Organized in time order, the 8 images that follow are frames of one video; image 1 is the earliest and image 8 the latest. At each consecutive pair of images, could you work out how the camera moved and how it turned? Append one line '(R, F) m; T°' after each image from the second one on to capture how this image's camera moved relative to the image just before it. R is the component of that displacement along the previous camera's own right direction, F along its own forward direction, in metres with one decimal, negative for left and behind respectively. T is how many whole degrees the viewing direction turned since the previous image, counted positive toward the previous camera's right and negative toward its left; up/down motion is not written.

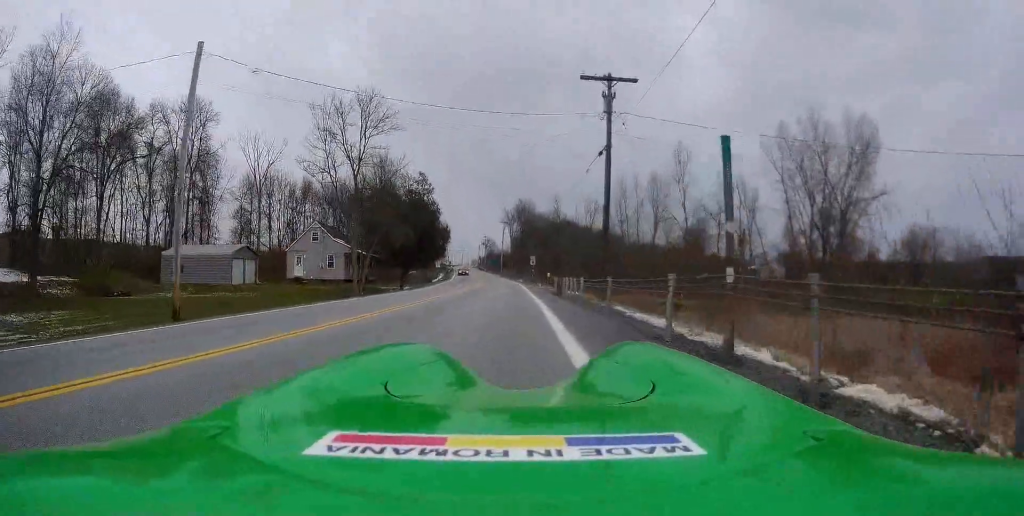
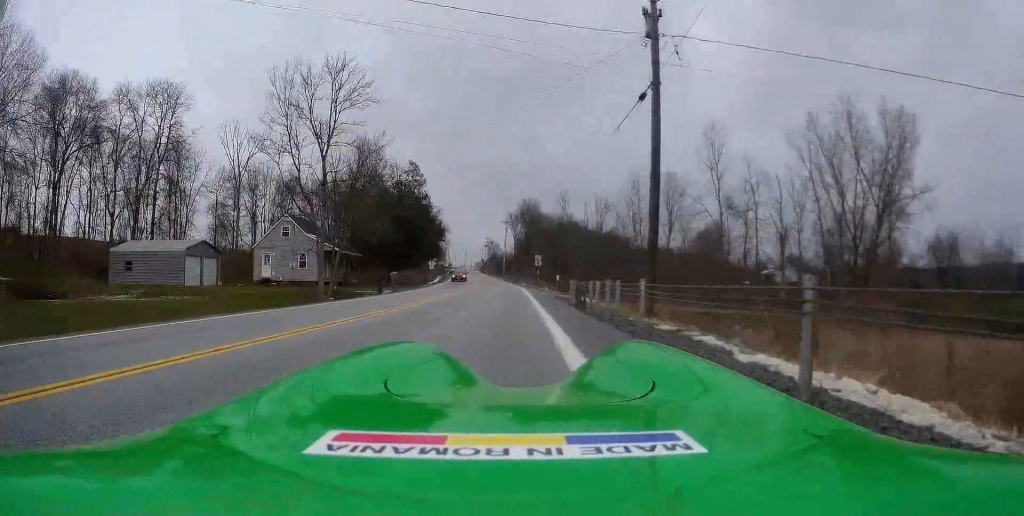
(+0.3, +9.0) m; 0°
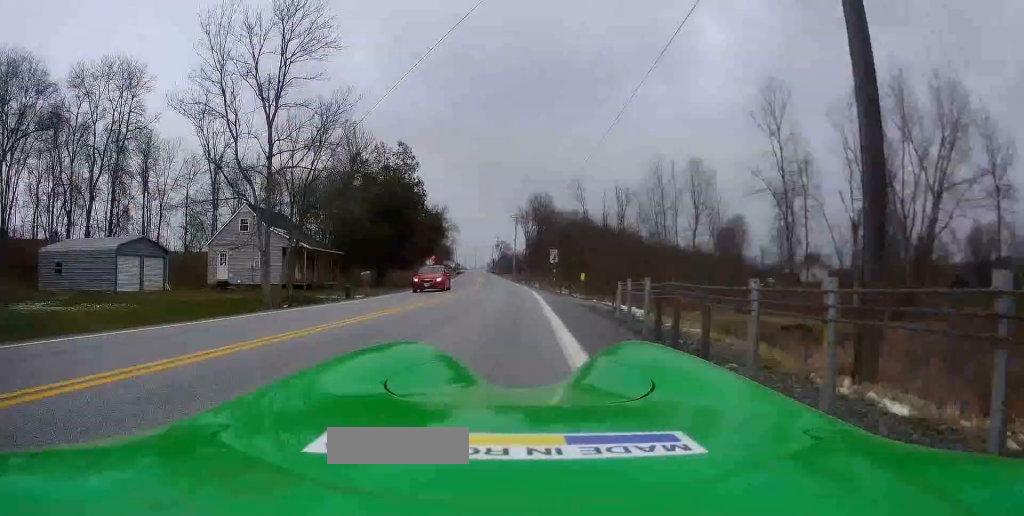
(-0.3, +10.7) m; -2°
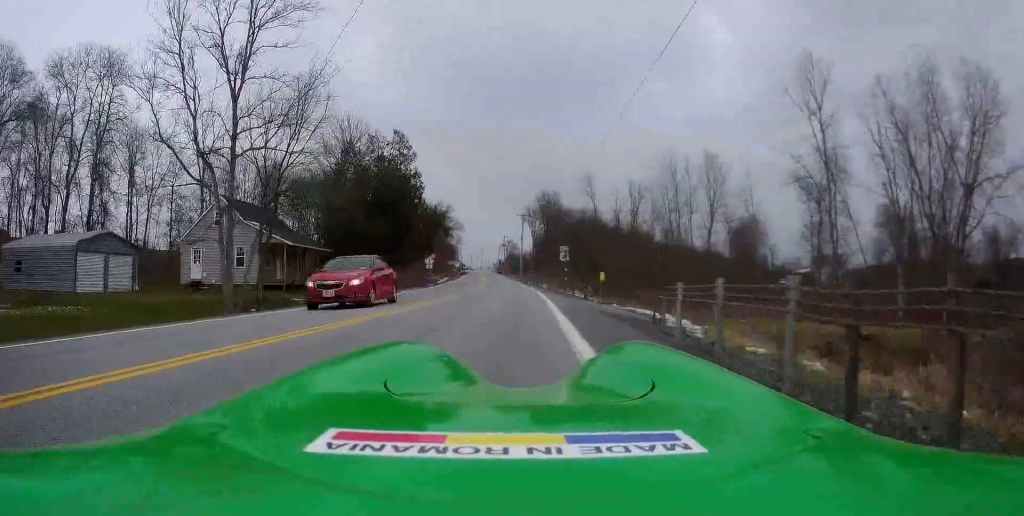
(0.0, +5.2) m; -1°
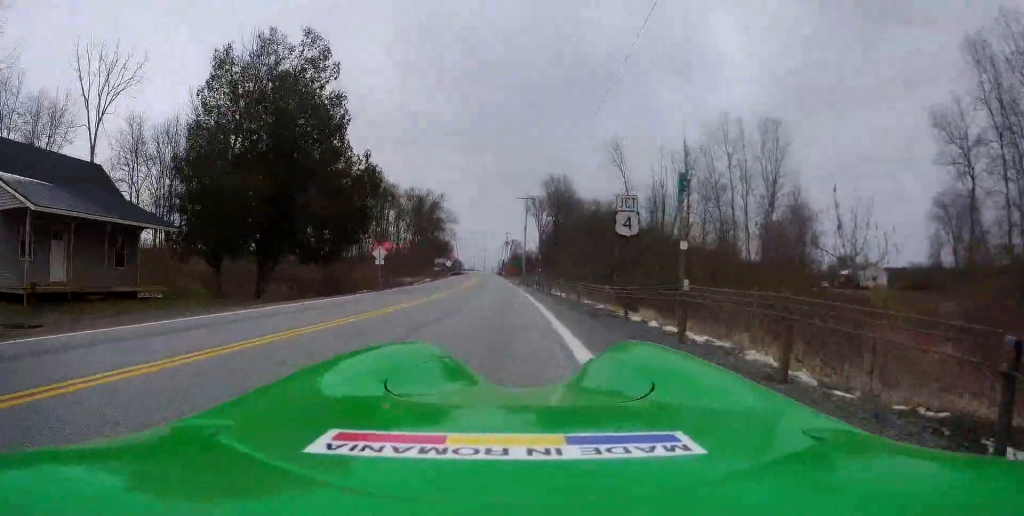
(-0.4, +26.4) m; -1°
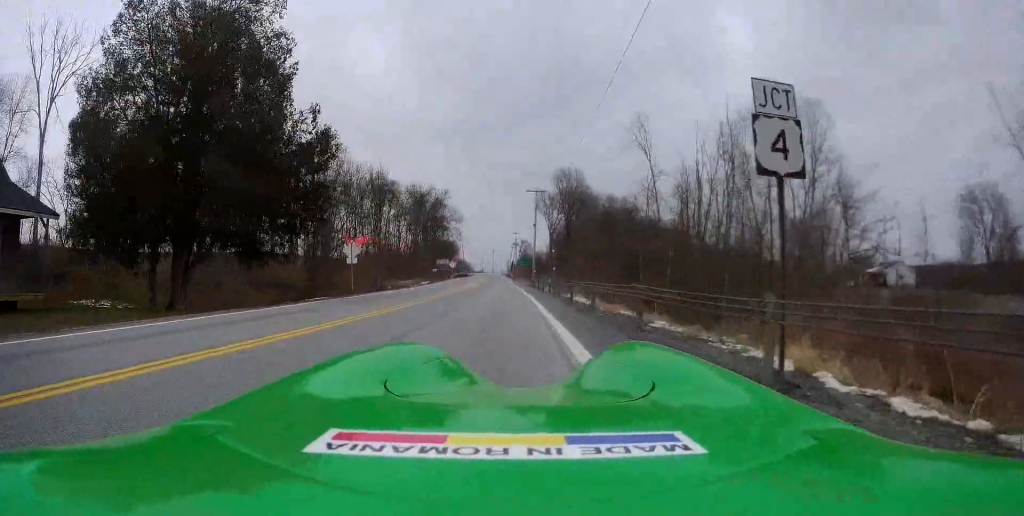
(0.0, +9.2) m; 0°
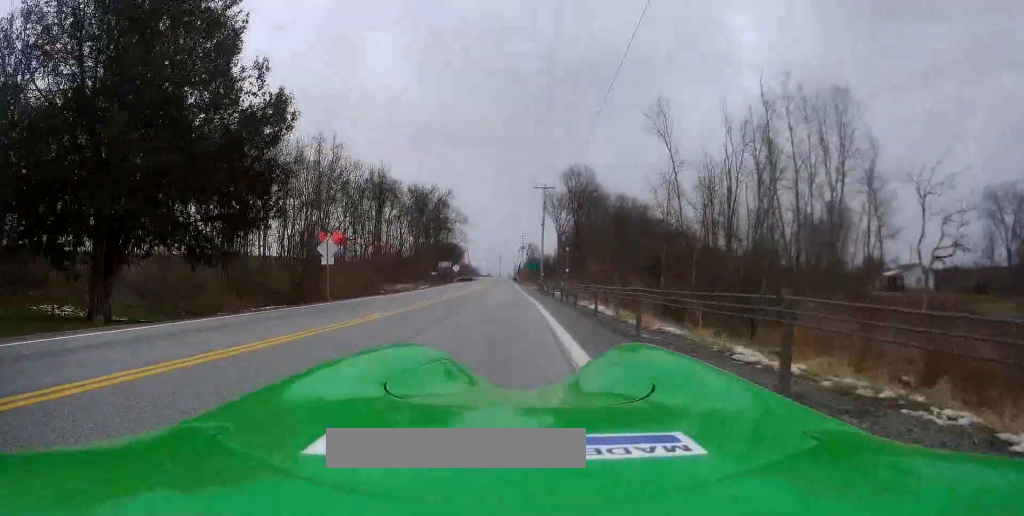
(0.0, +5.3) m; 0°
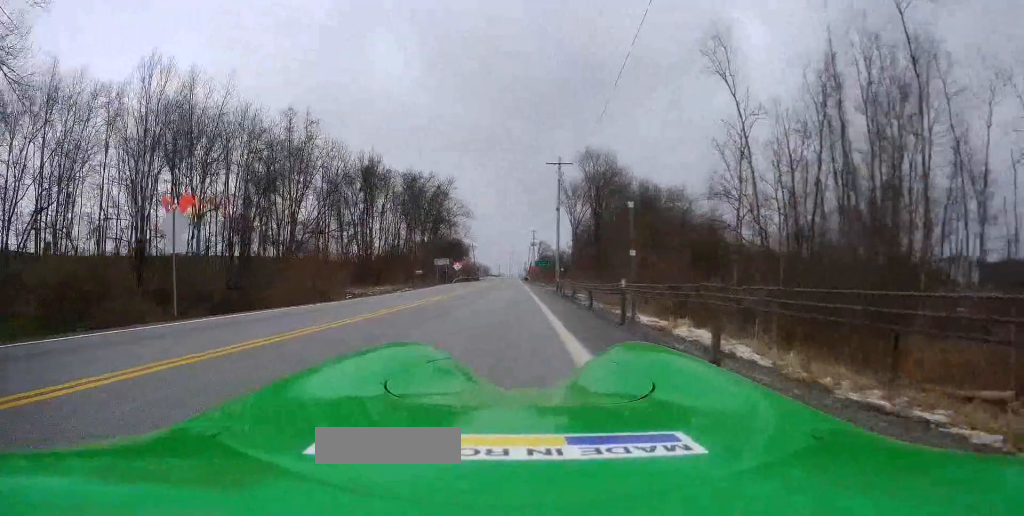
(-0.2, +13.8) m; -2°
